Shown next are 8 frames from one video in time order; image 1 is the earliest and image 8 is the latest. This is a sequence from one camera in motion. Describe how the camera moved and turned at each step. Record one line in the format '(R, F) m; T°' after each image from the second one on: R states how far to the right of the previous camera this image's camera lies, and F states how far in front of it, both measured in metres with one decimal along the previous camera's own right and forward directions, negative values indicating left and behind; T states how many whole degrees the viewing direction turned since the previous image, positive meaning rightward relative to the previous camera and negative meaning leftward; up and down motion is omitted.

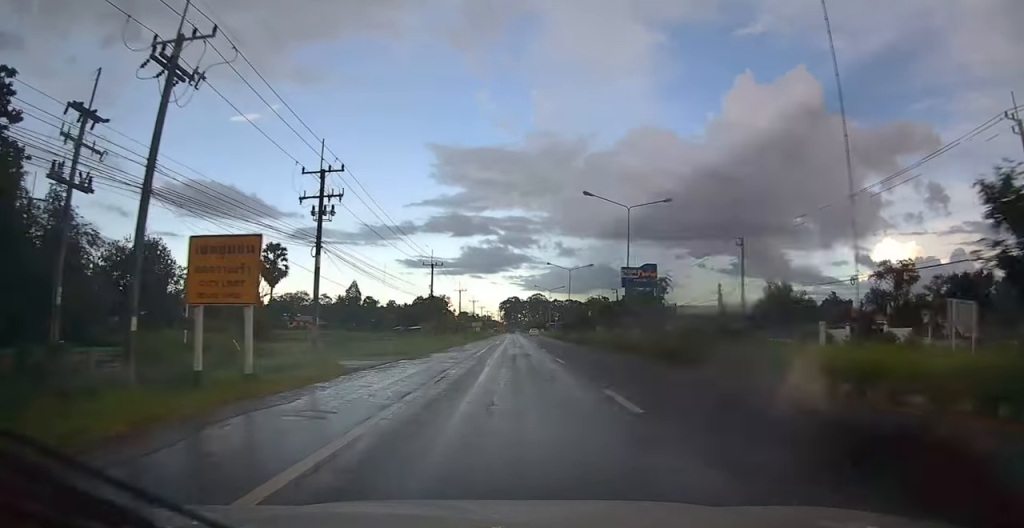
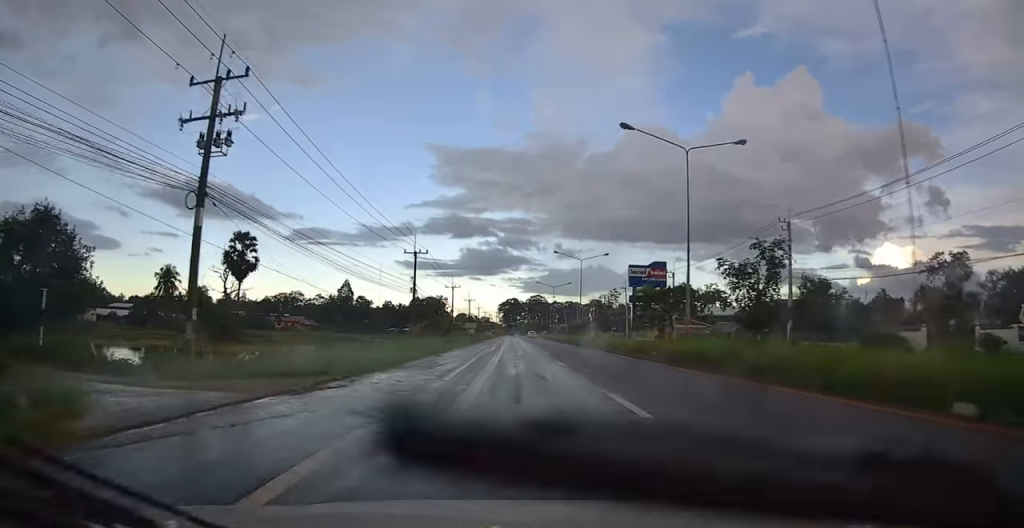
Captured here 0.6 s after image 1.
(+0.4, +12.3) m; 0°
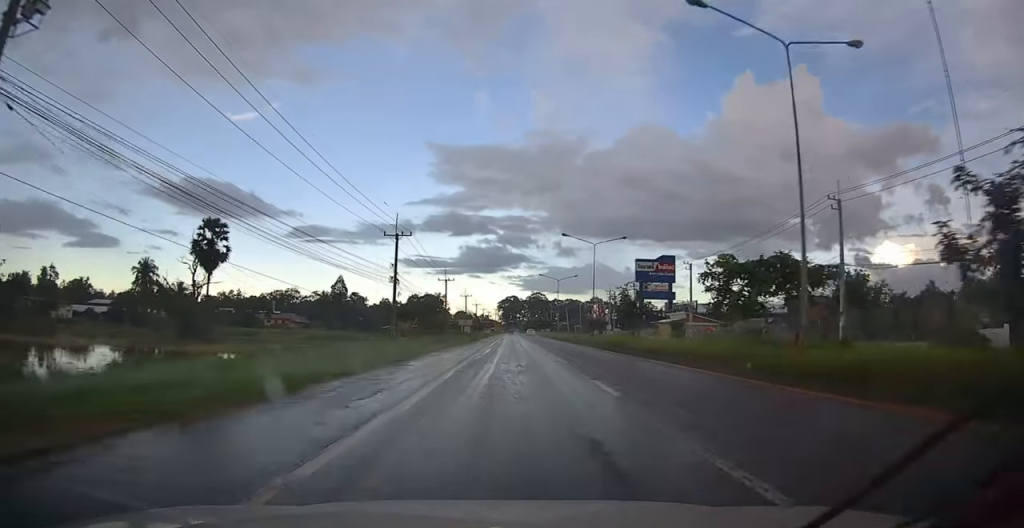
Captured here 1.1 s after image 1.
(-0.4, +9.6) m; 0°
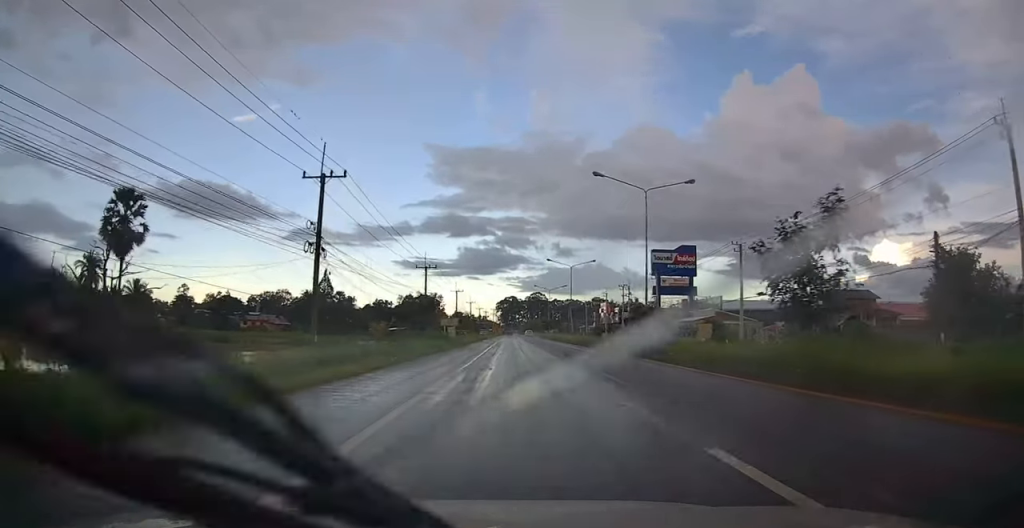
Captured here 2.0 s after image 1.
(-0.1, +19.9) m; 0°
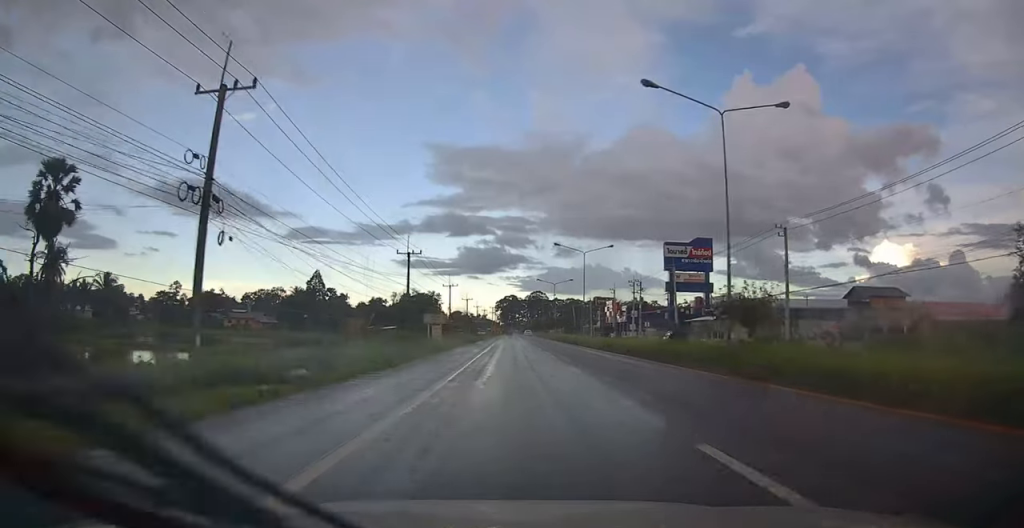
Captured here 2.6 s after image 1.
(+0.4, +11.7) m; 0°
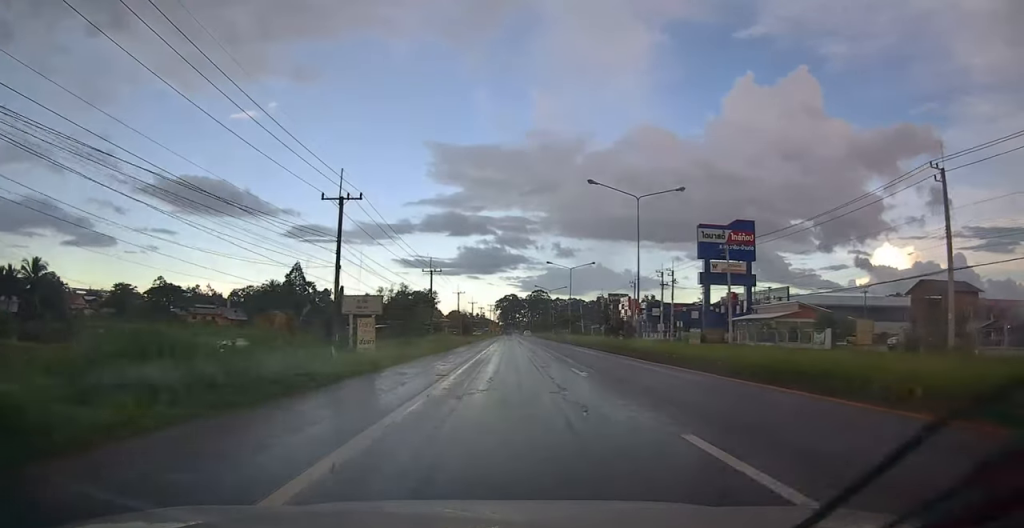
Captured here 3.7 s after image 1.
(-0.6, +23.3) m; 0°
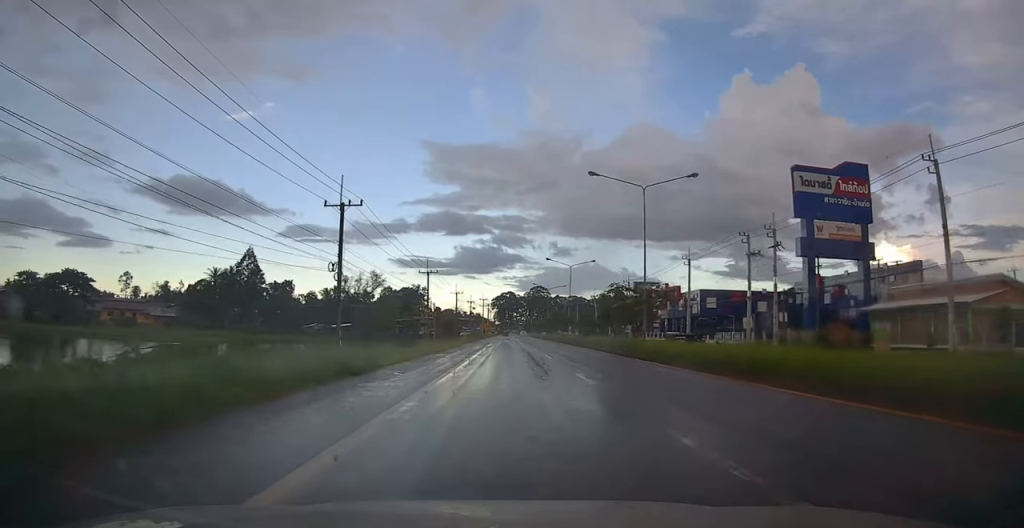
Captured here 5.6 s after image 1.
(+1.2, +39.1) m; 0°
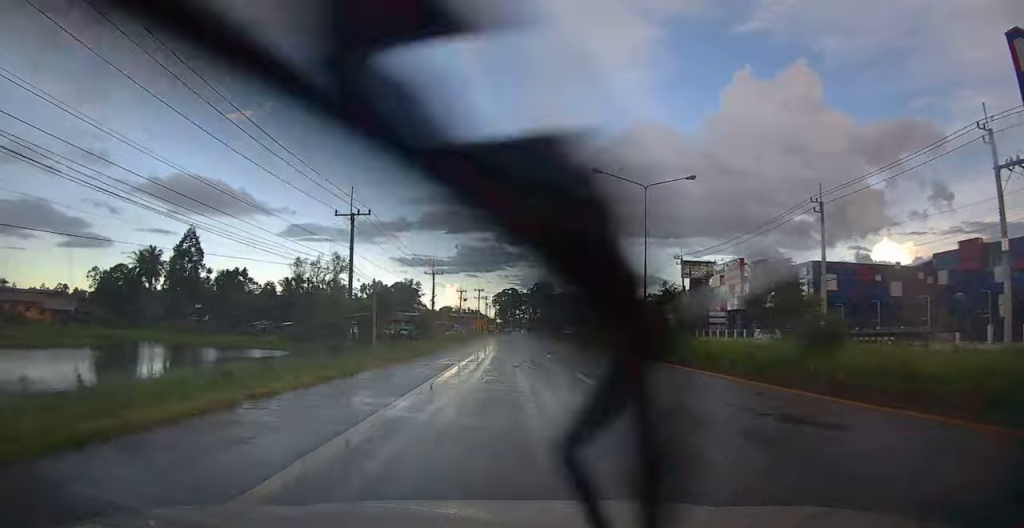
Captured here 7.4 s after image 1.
(-0.2, +36.7) m; 0°
